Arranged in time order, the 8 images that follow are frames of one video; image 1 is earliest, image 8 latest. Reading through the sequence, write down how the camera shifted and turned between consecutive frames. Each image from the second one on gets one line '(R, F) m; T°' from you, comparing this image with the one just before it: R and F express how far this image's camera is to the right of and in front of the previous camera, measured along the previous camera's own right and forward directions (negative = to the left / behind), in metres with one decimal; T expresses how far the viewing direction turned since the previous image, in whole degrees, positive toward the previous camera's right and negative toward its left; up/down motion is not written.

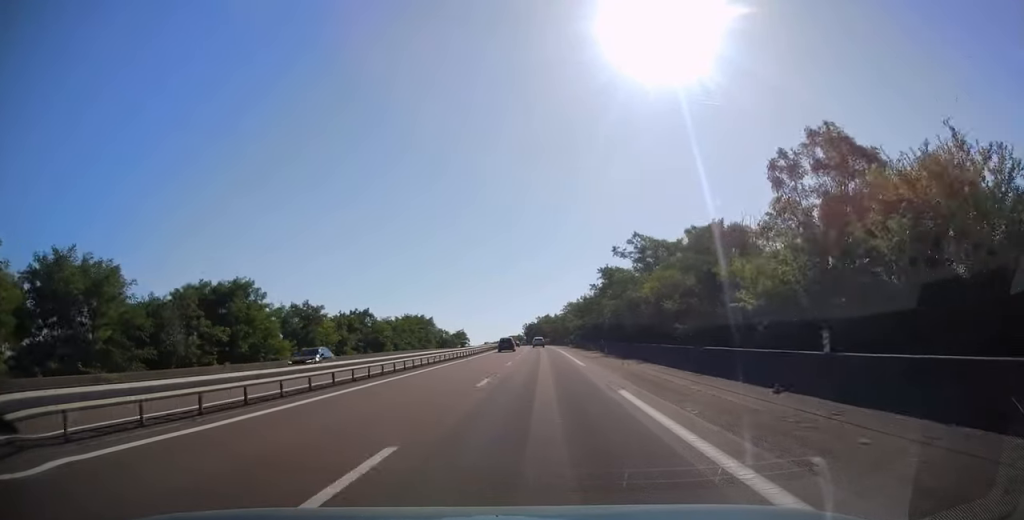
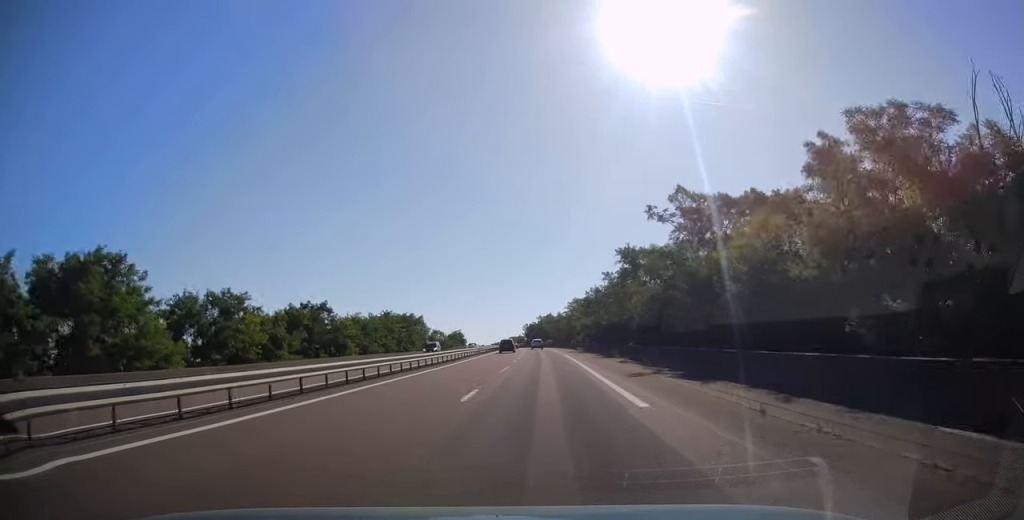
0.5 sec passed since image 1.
(-0.2, +16.9) m; 0°
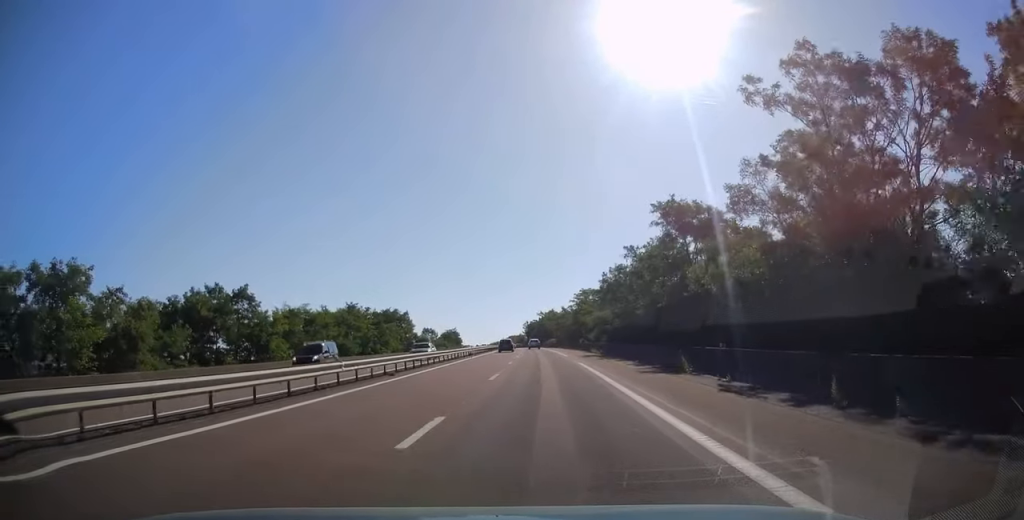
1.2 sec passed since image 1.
(0.0, +19.0) m; 0°
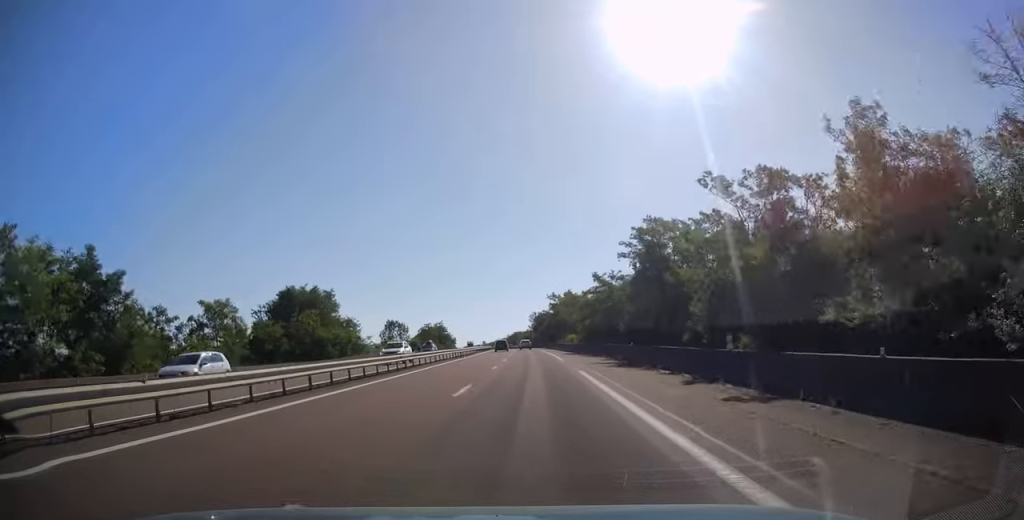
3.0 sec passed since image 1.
(-0.1, +57.9) m; 0°
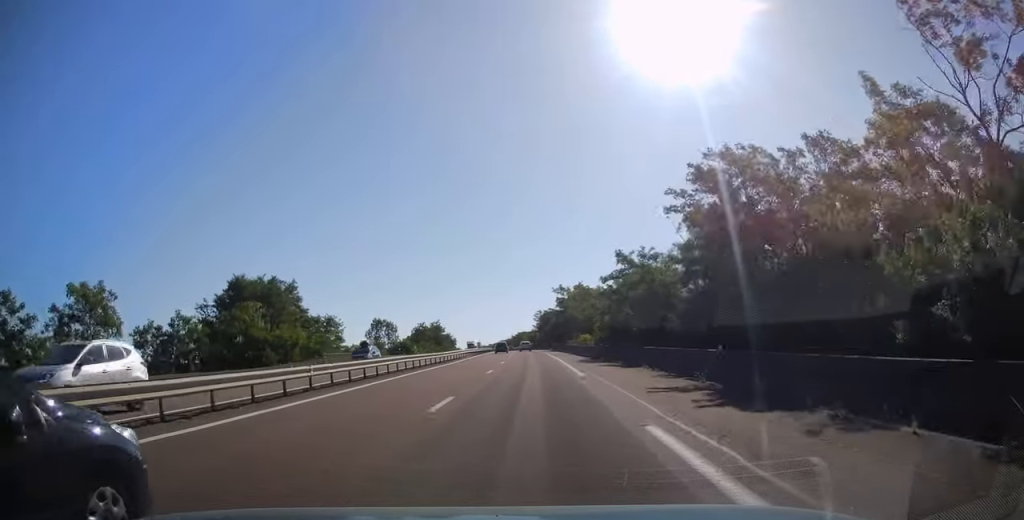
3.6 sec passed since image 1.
(+0.1, +15.9) m; 0°
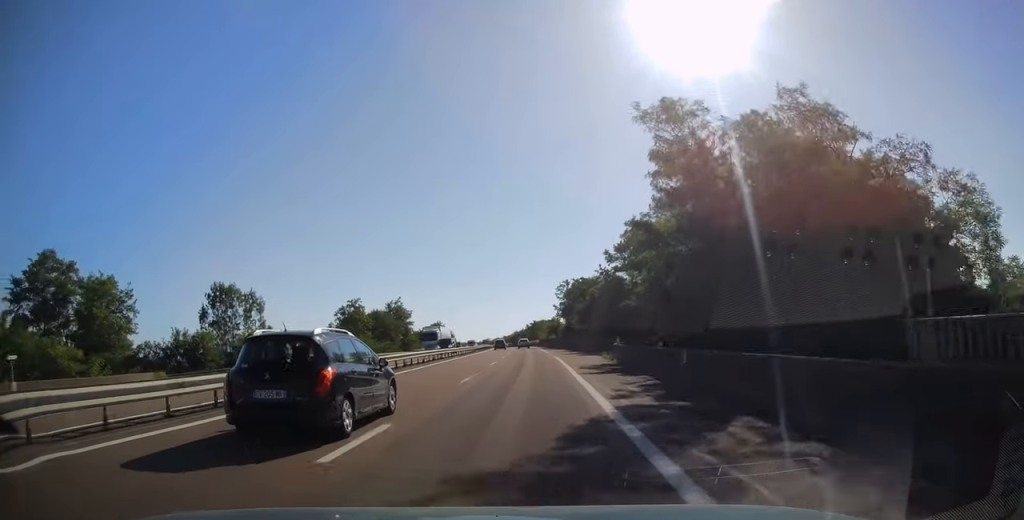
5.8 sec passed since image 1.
(-2.0, +69.7) m; -3°
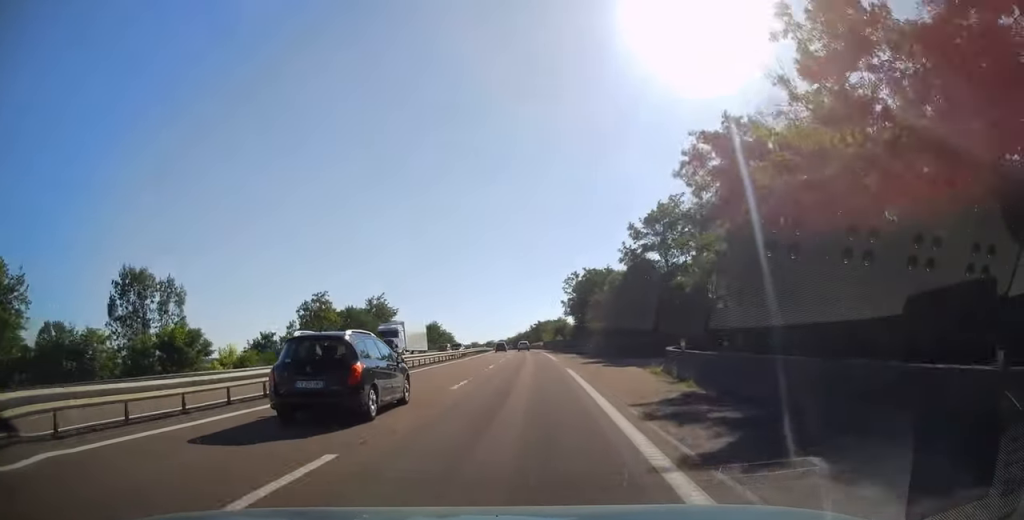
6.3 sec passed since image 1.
(-0.1, +15.4) m; 0°
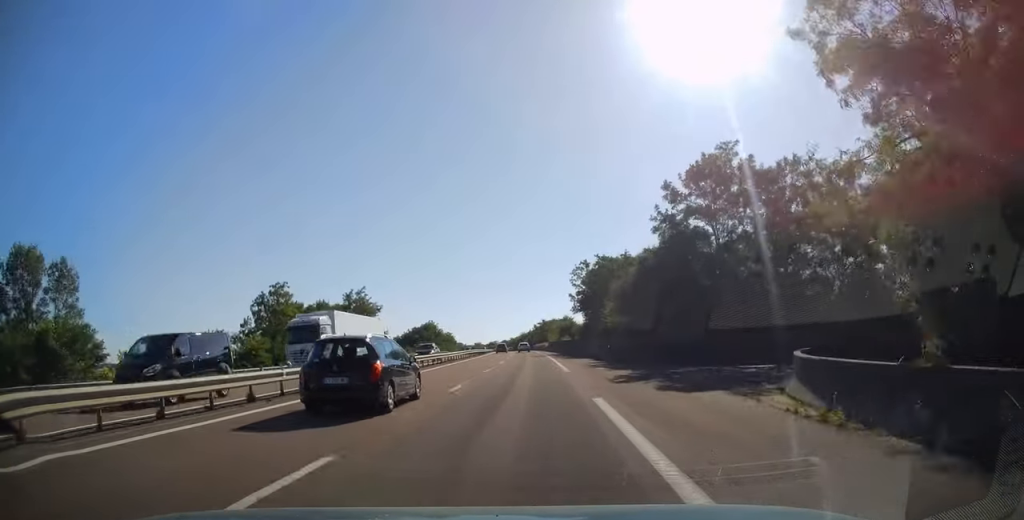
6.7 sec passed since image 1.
(0.0, +12.8) m; 0°
